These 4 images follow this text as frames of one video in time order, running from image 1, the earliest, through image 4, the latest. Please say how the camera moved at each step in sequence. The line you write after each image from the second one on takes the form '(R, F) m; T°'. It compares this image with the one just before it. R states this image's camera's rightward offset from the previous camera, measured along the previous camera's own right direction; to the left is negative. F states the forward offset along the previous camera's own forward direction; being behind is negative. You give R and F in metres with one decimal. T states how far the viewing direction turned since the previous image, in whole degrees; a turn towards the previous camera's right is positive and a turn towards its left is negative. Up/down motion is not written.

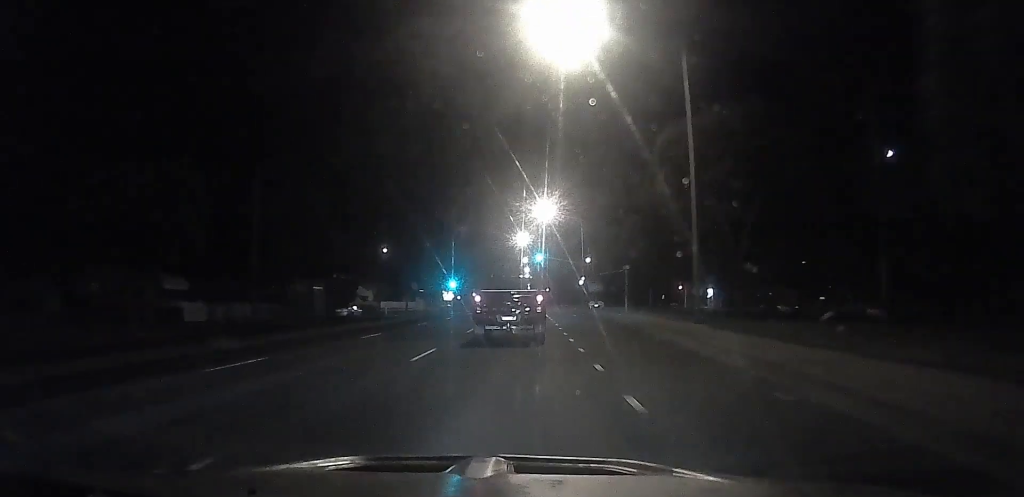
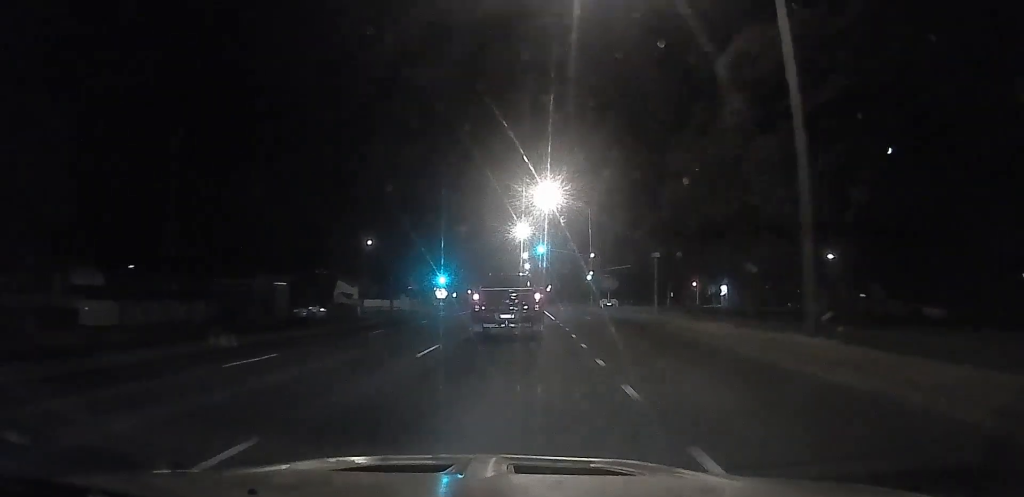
(0.0, +10.8) m; 0°
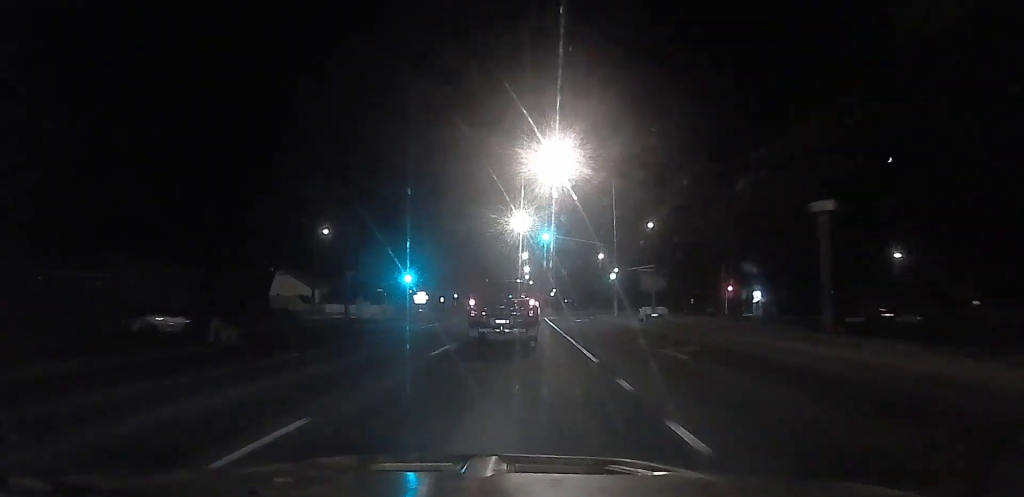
(0.0, +21.7) m; 0°
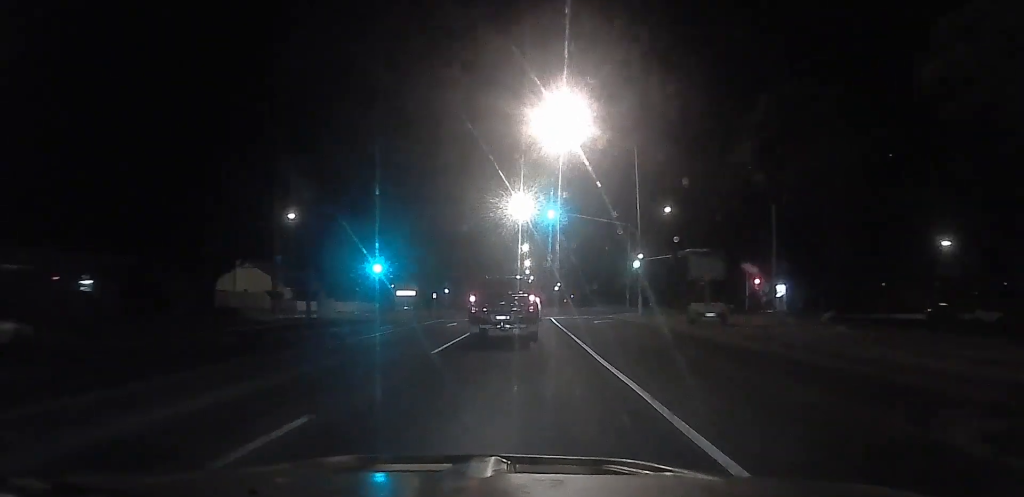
(0.0, +11.6) m; 0°
